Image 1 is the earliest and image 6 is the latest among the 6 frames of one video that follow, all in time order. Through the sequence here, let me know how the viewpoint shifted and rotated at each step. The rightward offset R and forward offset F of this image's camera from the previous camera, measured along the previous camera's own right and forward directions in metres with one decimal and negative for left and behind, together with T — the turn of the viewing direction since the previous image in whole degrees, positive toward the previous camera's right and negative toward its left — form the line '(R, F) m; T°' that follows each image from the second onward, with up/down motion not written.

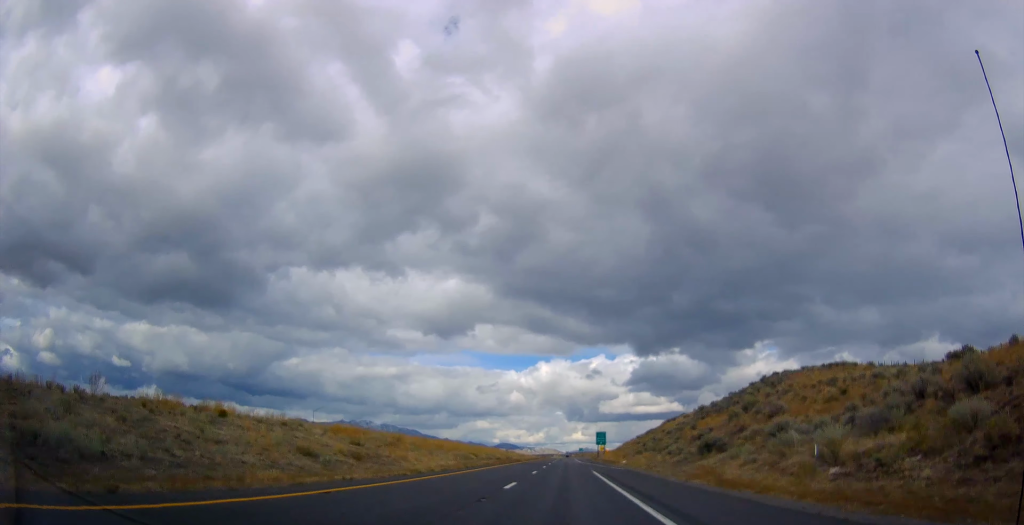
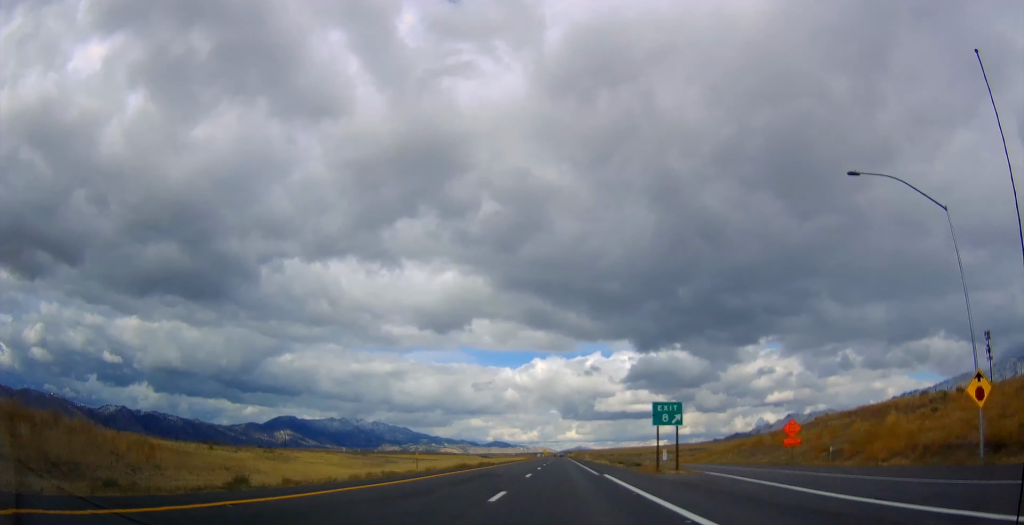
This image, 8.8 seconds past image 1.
(+0.9, +226.2) m; 0°
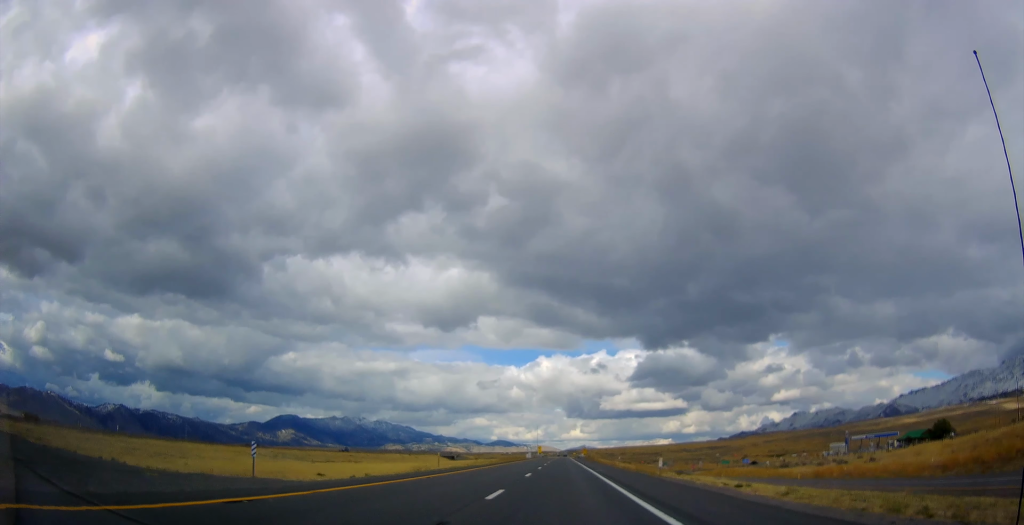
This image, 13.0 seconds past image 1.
(-0.6, +112.2) m; 0°
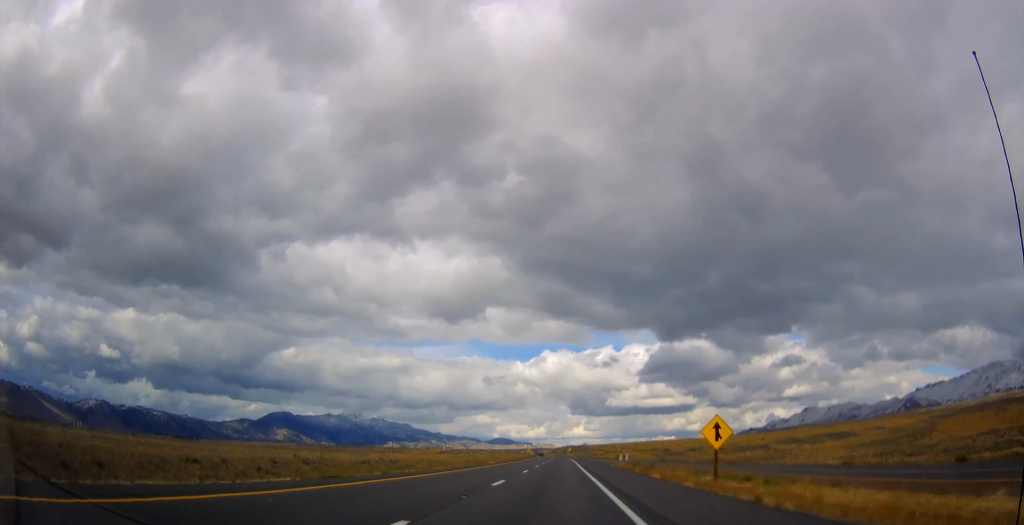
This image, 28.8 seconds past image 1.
(+0.5, +415.3) m; -1°
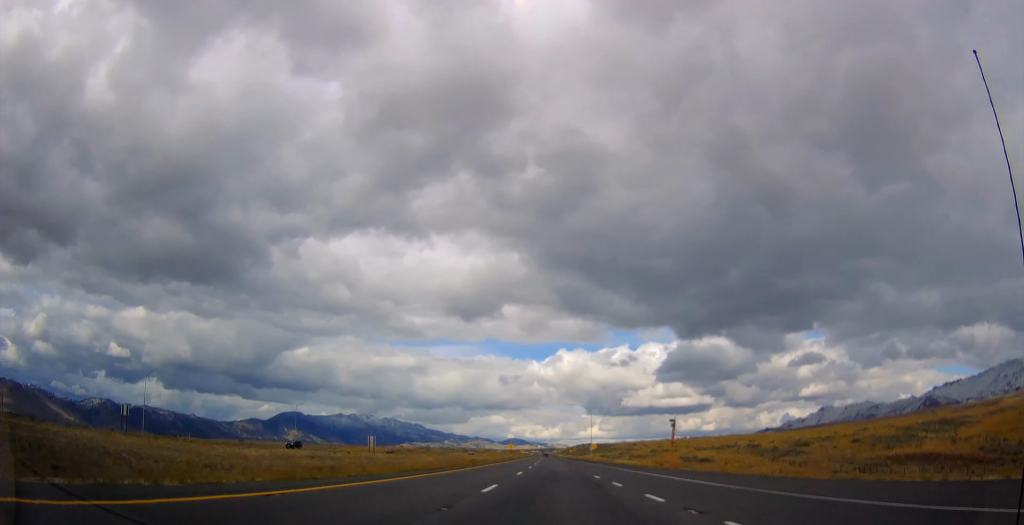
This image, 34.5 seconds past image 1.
(-1.8, +151.7) m; -2°
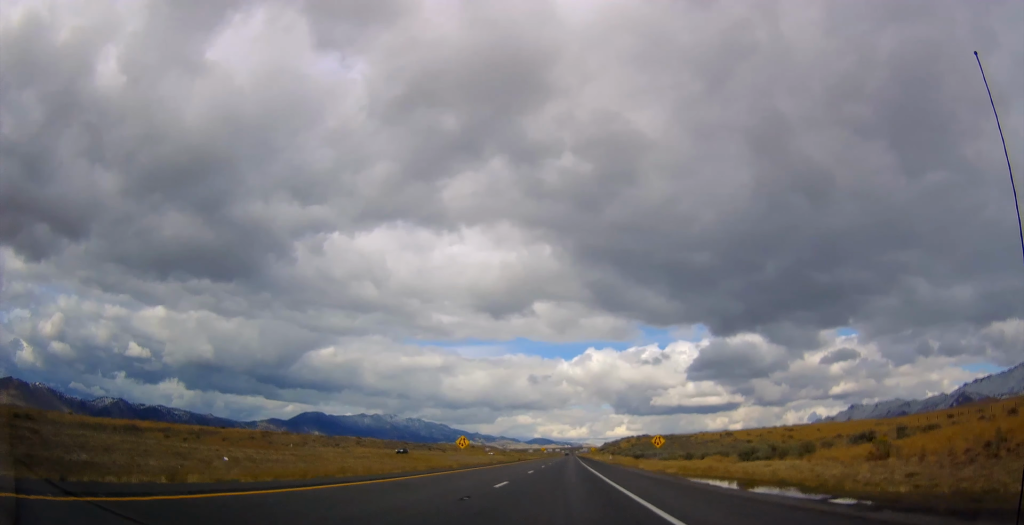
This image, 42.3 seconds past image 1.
(-3.8, +205.6) m; -1°
